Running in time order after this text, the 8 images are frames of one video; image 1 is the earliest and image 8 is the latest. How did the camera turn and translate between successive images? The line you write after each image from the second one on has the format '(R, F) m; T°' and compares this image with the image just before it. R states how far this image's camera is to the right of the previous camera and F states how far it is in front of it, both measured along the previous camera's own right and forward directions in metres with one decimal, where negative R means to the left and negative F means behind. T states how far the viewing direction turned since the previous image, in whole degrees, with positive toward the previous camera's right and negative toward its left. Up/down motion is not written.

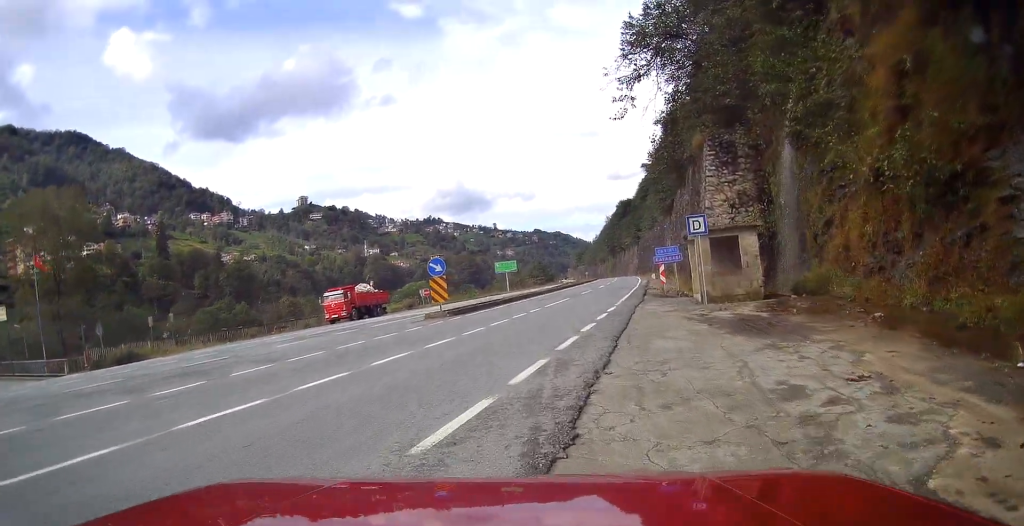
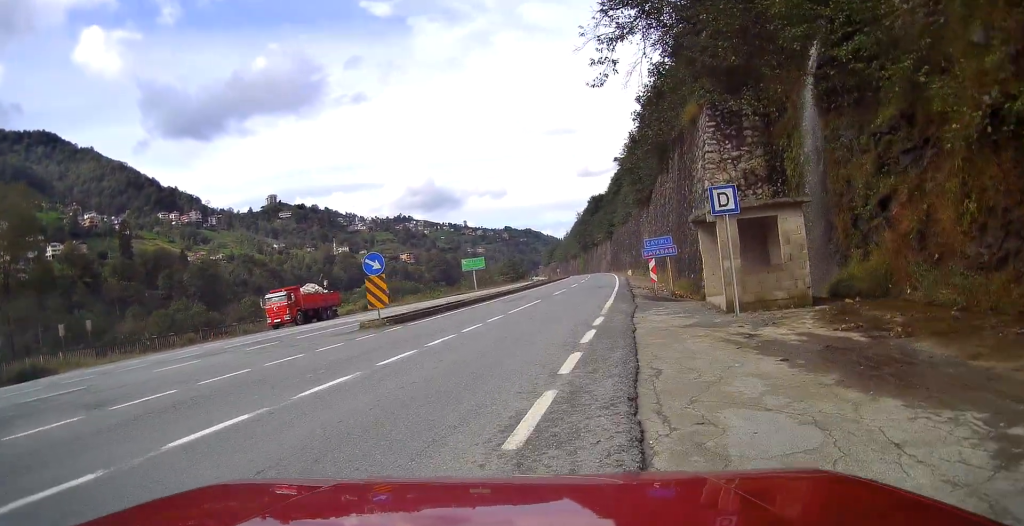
(-0.2, +6.2) m; -2°
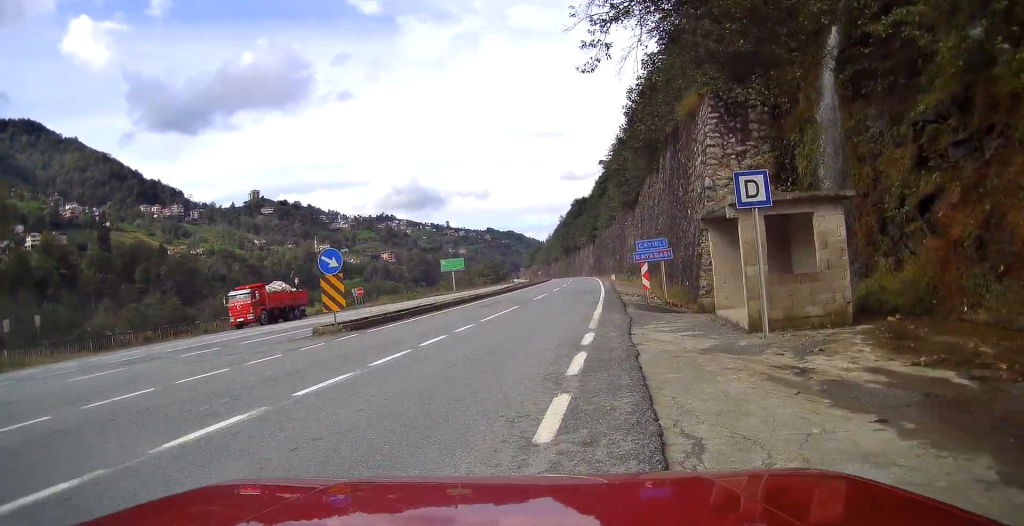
(0.0, +3.0) m; +1°
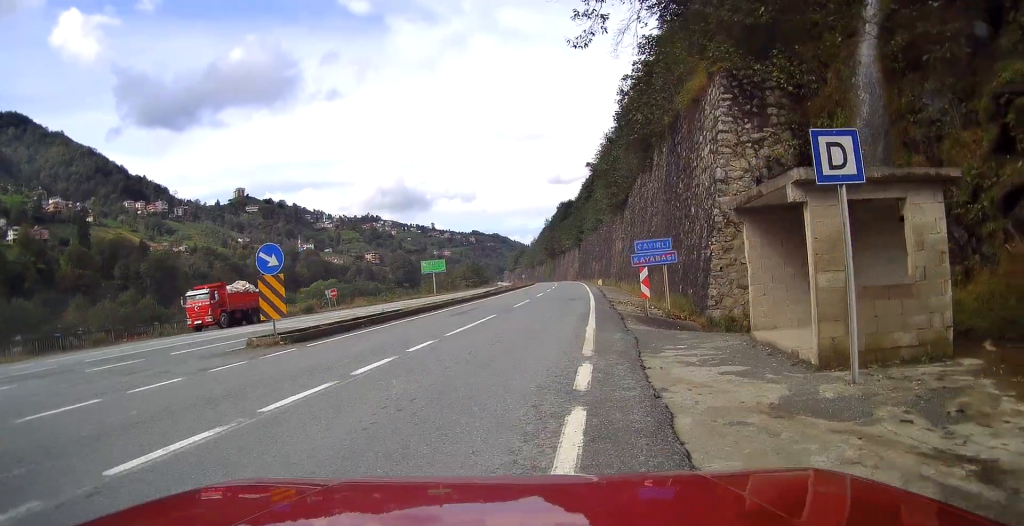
(0.0, +3.5) m; +1°
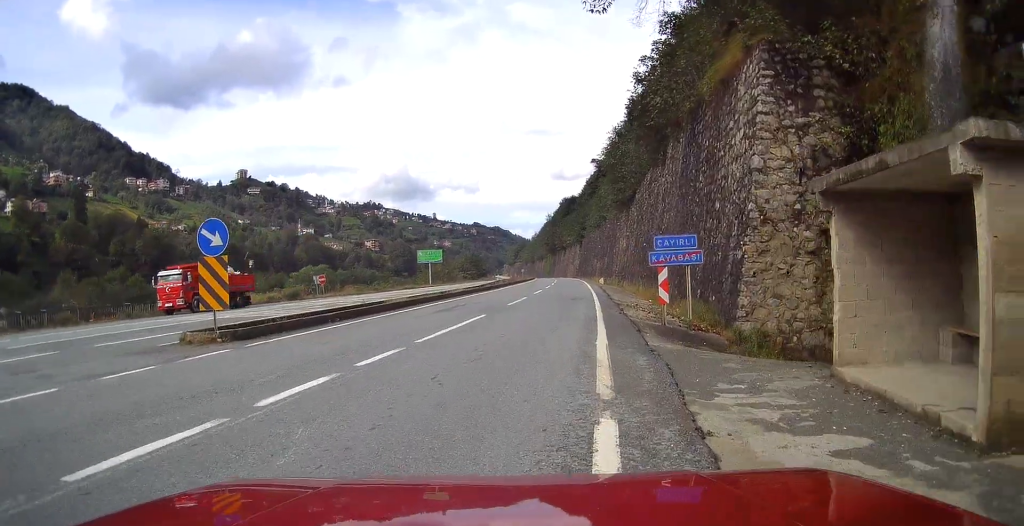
(0.0, +3.2) m; +1°
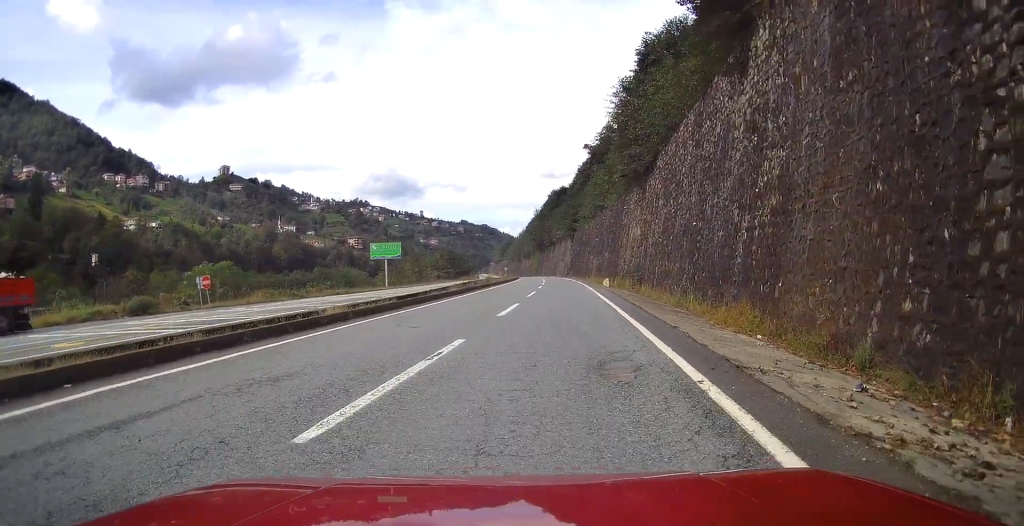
(-0.1, +20.3) m; -1°
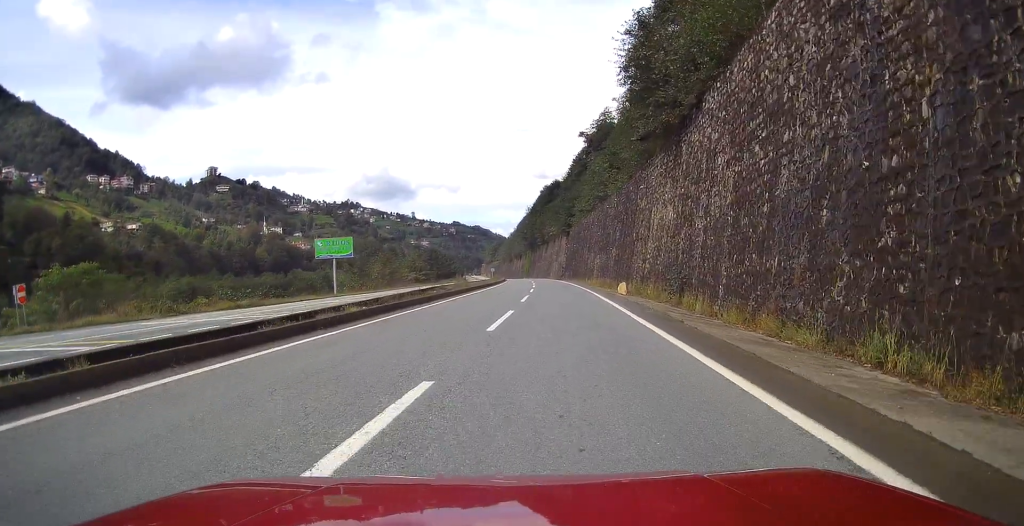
(+0.4, +17.2) m; +2°
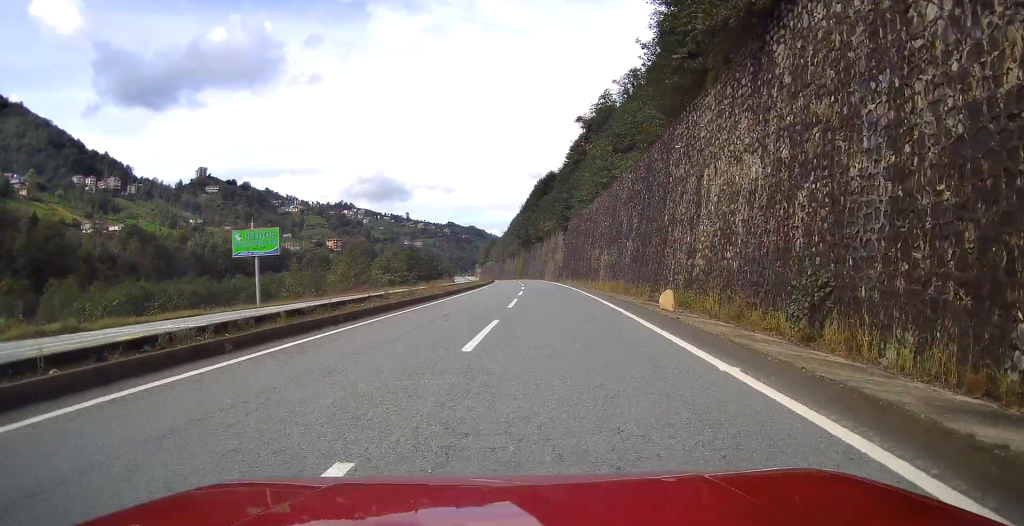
(-0.3, +16.6) m; -2°
